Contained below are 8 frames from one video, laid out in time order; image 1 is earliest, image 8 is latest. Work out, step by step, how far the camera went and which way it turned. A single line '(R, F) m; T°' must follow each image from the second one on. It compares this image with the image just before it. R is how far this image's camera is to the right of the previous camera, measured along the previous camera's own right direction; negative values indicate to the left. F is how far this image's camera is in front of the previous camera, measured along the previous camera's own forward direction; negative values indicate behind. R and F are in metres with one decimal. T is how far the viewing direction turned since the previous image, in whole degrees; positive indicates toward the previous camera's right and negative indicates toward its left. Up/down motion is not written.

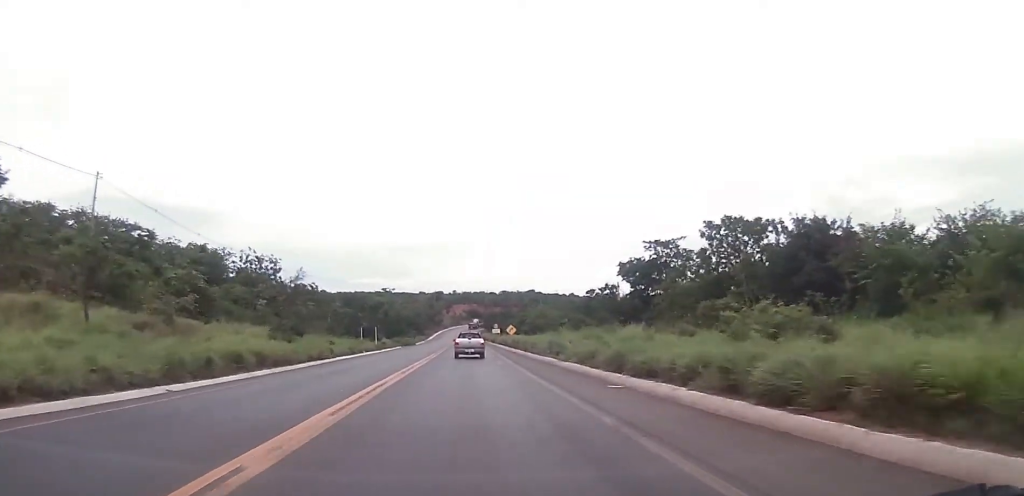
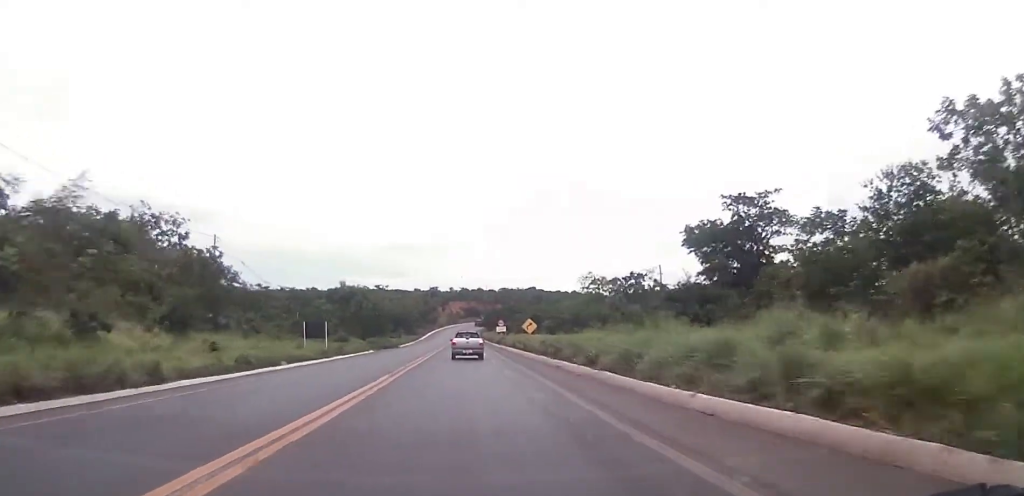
(-0.6, +28.2) m; 0°
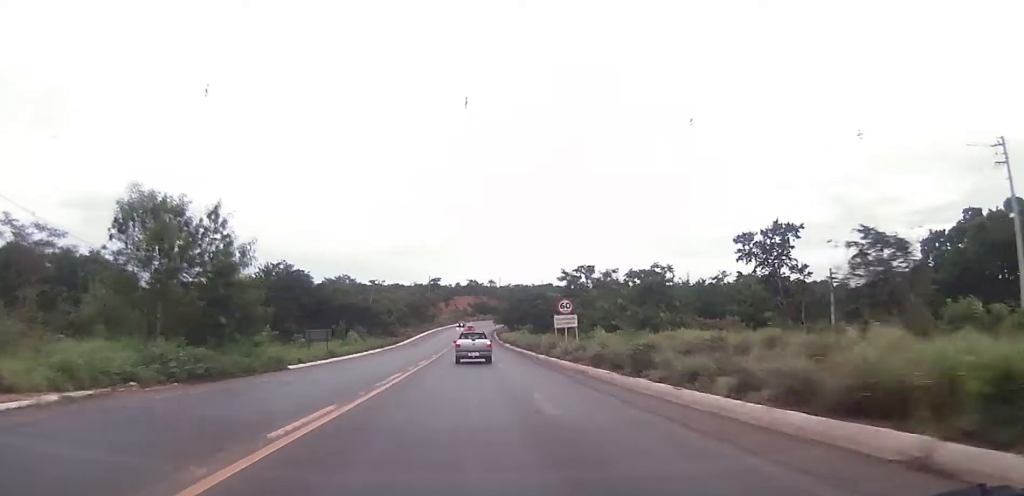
(+1.1, +65.3) m; 0°
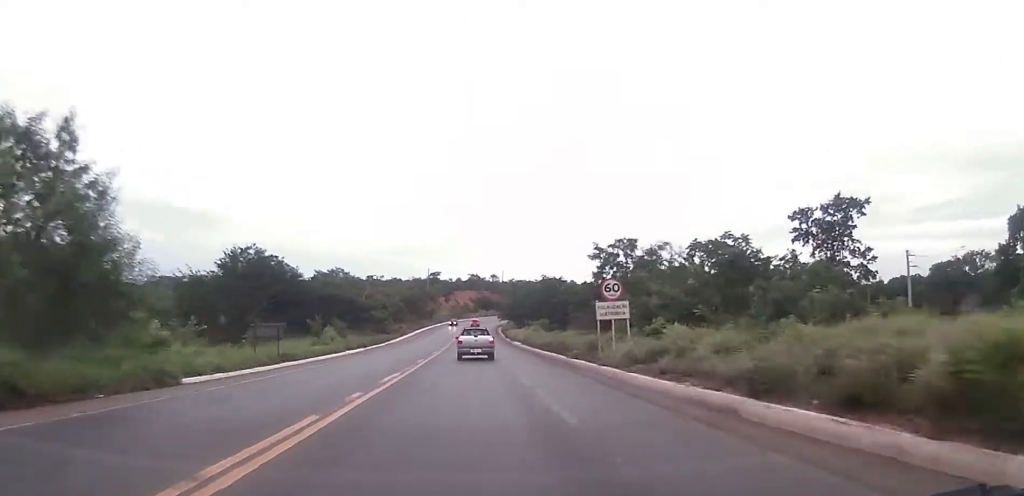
(0.0, +14.0) m; 0°
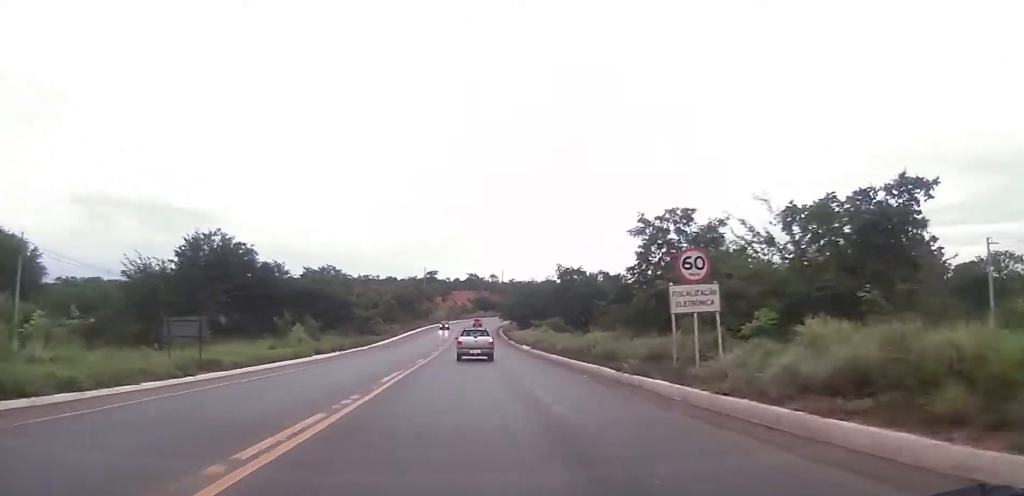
(0.0, +11.4) m; 0°
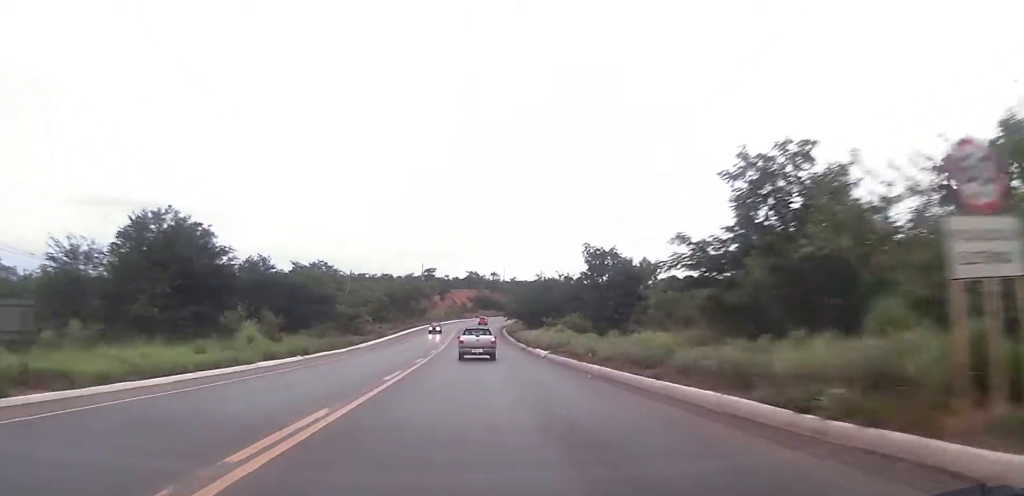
(0.0, +12.2) m; 0°
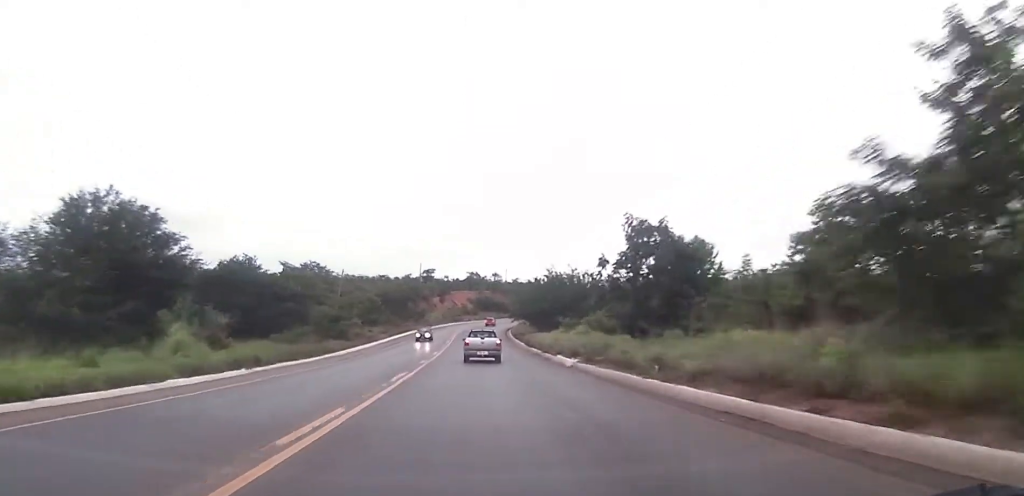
(0.0, +10.4) m; 0°
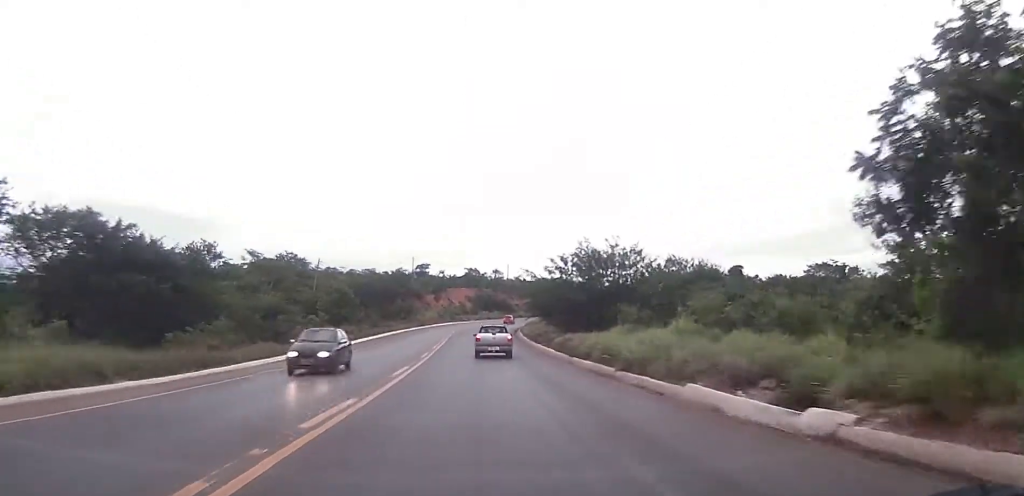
(0.0, +22.2) m; 0°
